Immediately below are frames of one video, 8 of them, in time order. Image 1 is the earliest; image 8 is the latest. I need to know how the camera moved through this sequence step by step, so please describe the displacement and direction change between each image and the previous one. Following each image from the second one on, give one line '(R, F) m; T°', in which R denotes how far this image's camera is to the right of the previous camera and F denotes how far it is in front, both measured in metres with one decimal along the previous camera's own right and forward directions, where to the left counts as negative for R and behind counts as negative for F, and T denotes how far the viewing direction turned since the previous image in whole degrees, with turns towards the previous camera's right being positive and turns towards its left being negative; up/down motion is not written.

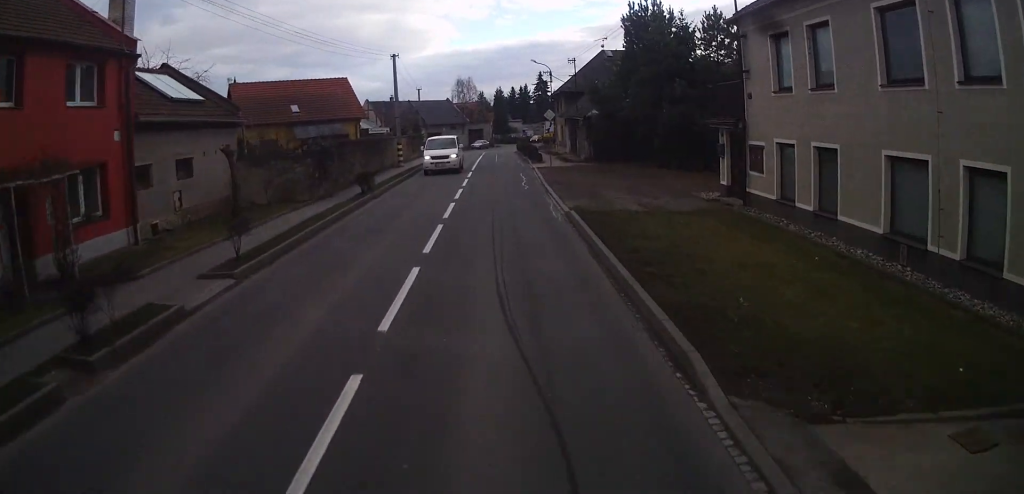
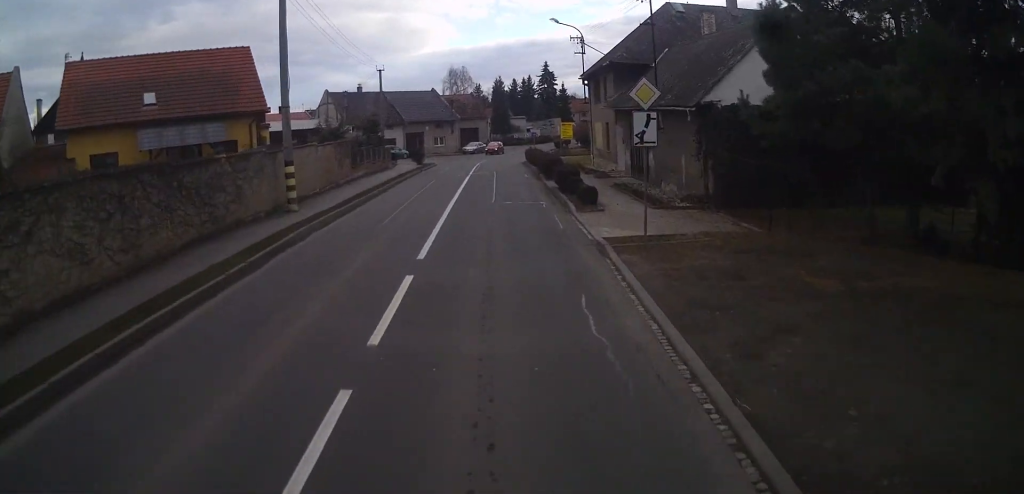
(+0.6, +22.9) m; +2°
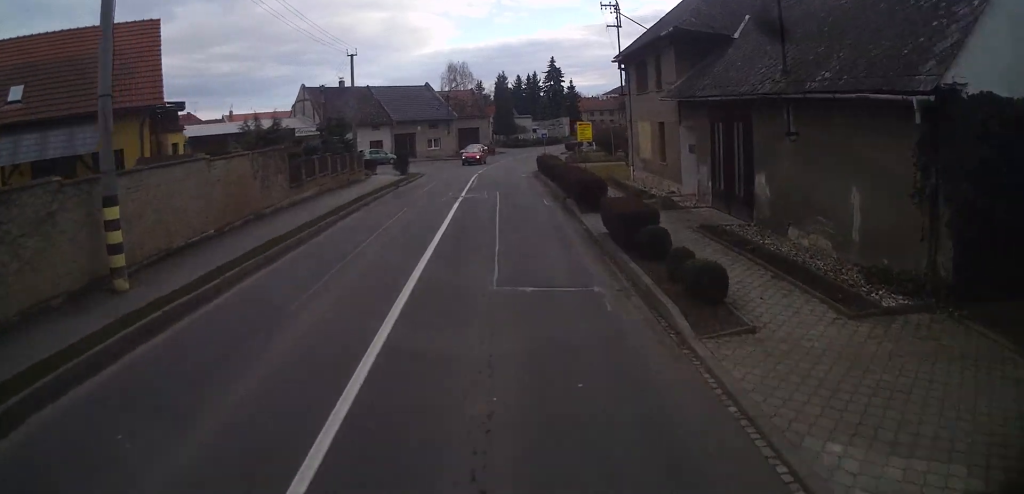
(-0.2, +10.4) m; -1°
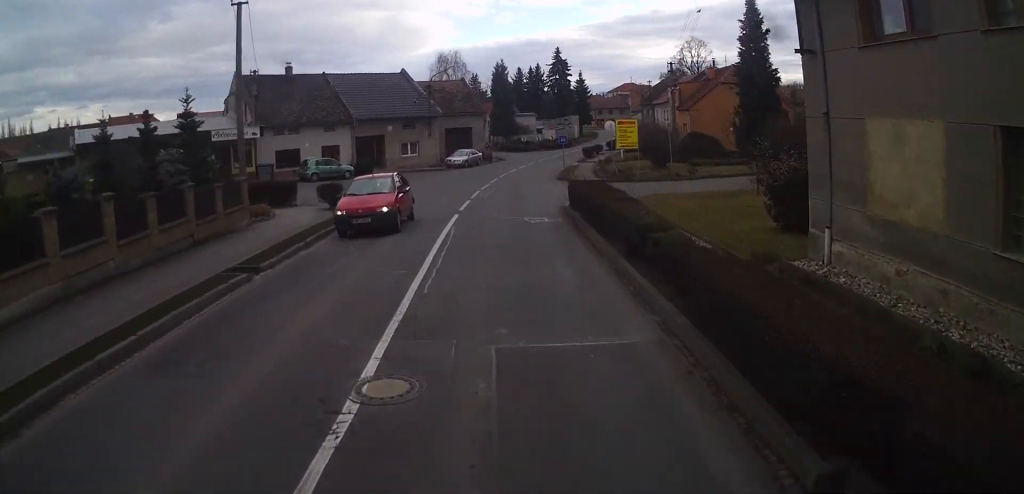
(-0.1, +16.9) m; +1°
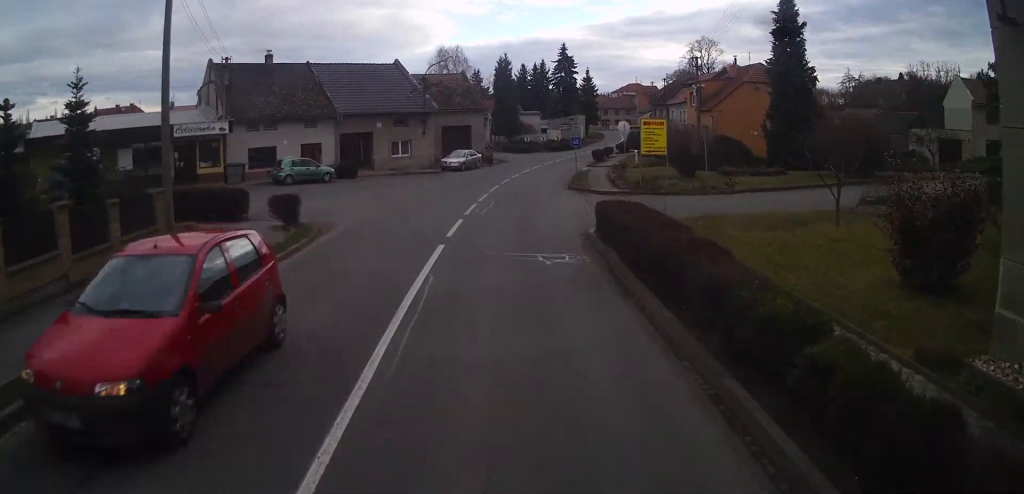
(+0.1, +5.3) m; 0°
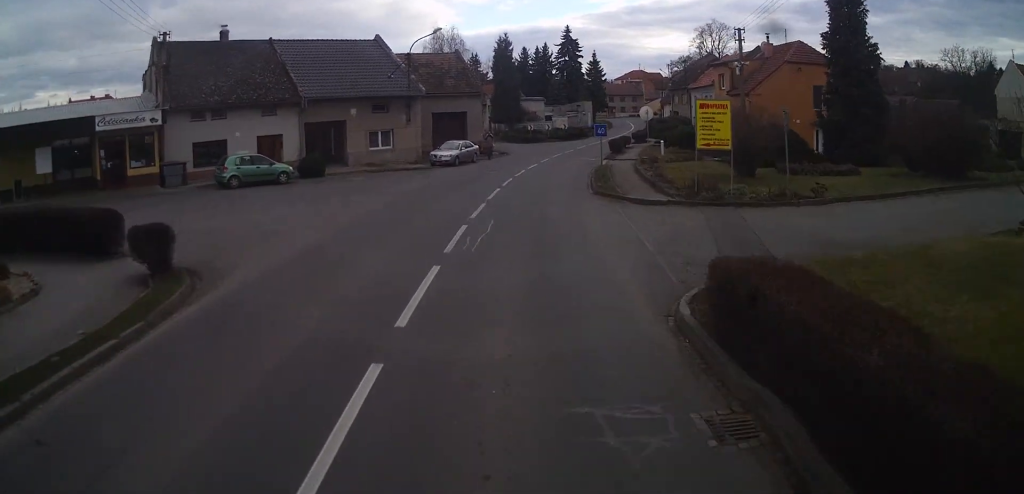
(+0.1, +7.7) m; 0°
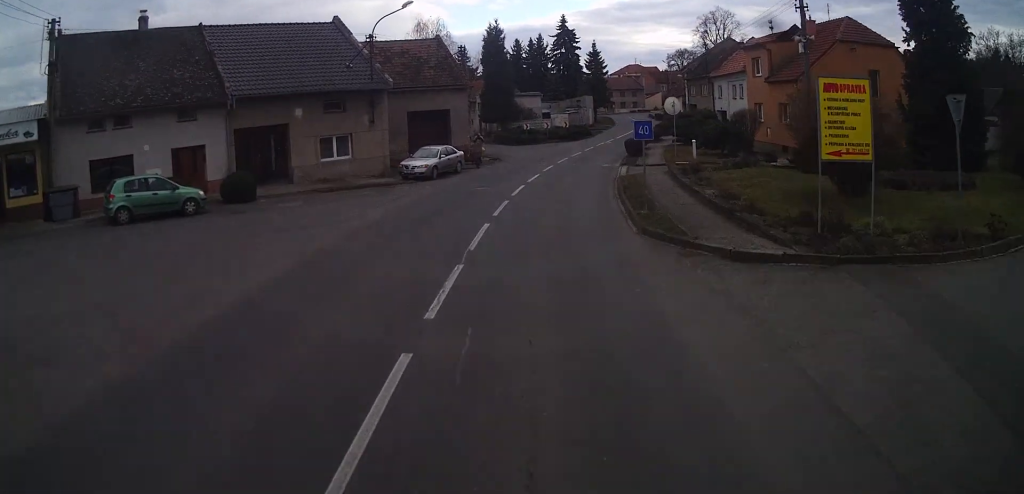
(-0.1, +8.5) m; -1°
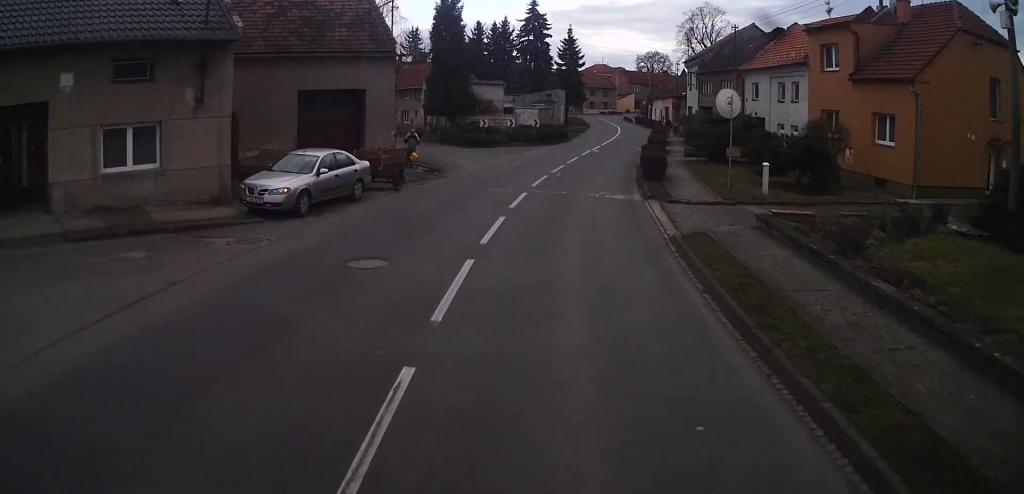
(0.0, +13.7) m; +1°
